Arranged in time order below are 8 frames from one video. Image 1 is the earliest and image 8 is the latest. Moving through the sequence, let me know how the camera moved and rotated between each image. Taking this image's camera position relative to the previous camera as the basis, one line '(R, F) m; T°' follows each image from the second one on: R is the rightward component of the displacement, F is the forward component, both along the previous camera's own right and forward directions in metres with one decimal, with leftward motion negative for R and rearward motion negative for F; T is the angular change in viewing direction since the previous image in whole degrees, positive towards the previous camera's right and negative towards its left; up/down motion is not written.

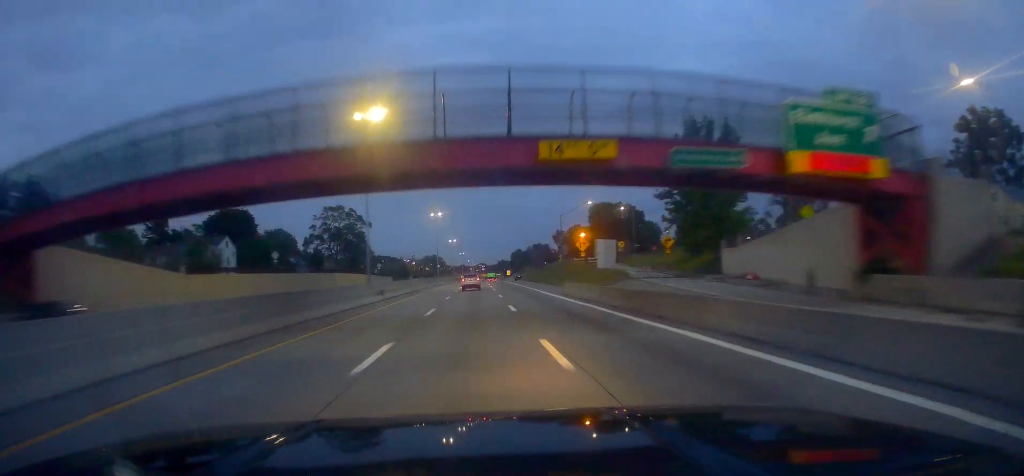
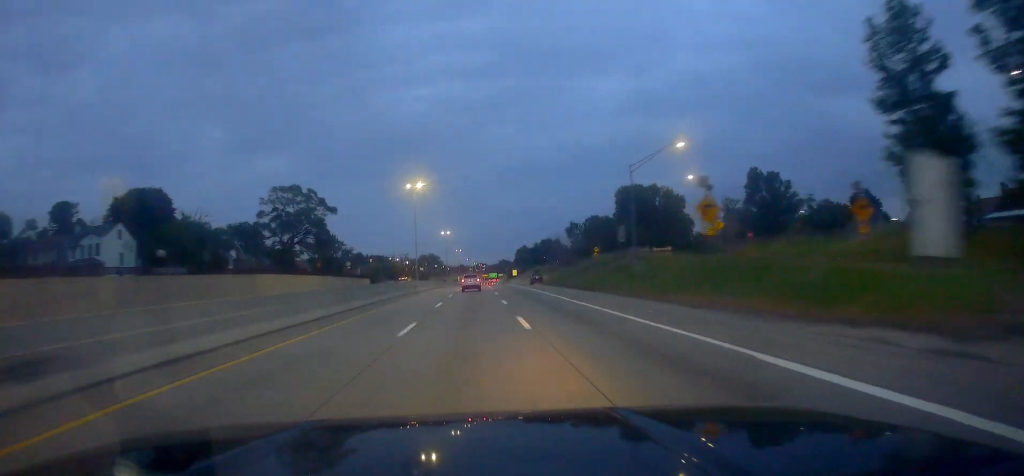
(+0.1, +38.3) m; 0°
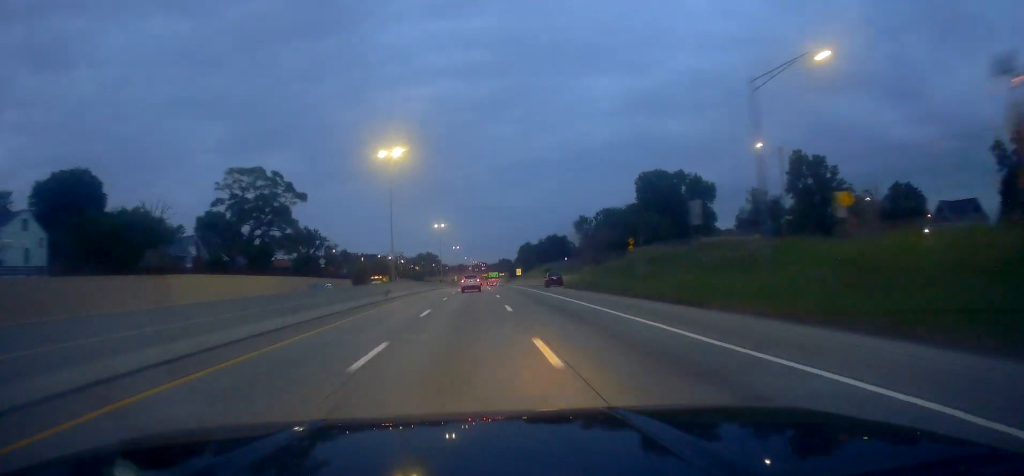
(0.0, +20.8) m; 0°
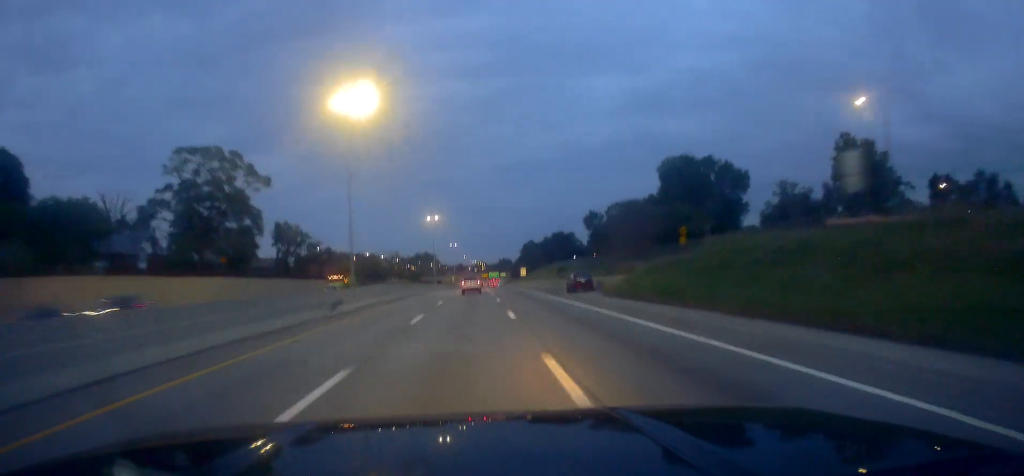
(0.0, +17.7) m; 0°
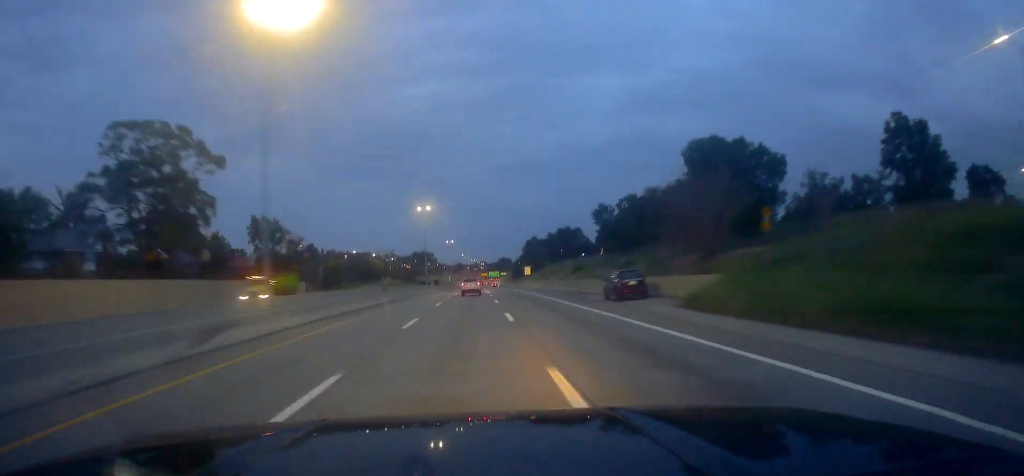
(0.0, +15.6) m; 0°
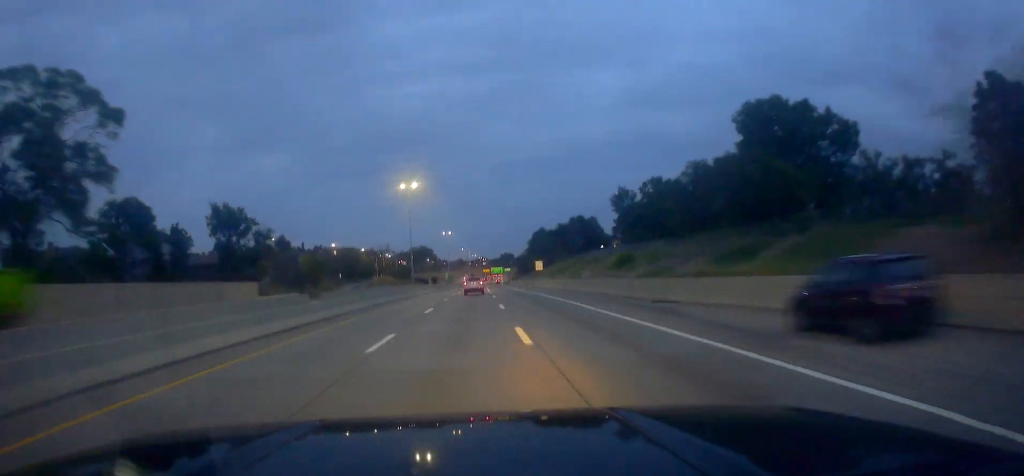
(0.0, +21.9) m; 0°
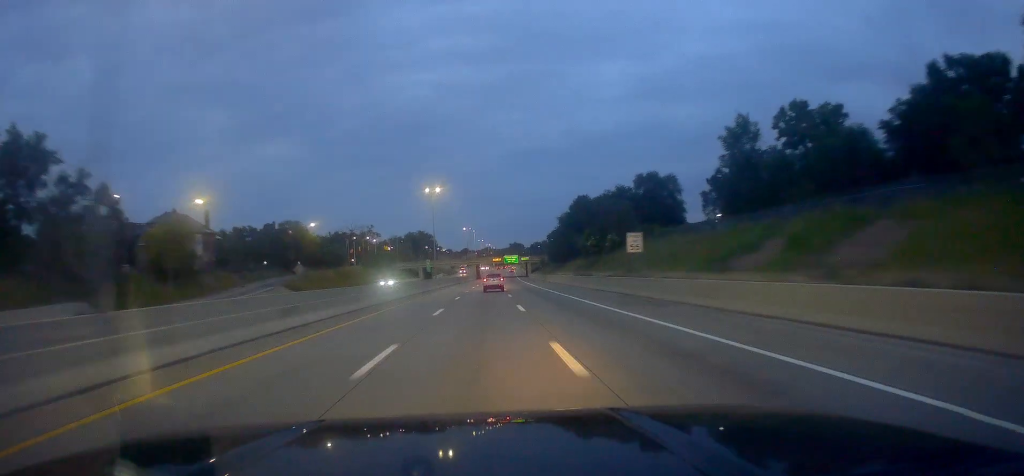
(-0.1, +62.9) m; 0°
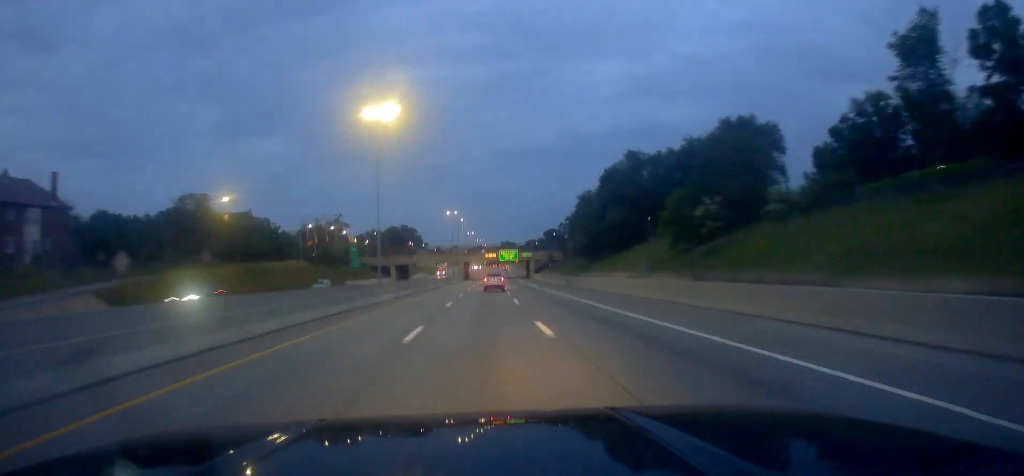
(-0.2, +40.2) m; 0°
